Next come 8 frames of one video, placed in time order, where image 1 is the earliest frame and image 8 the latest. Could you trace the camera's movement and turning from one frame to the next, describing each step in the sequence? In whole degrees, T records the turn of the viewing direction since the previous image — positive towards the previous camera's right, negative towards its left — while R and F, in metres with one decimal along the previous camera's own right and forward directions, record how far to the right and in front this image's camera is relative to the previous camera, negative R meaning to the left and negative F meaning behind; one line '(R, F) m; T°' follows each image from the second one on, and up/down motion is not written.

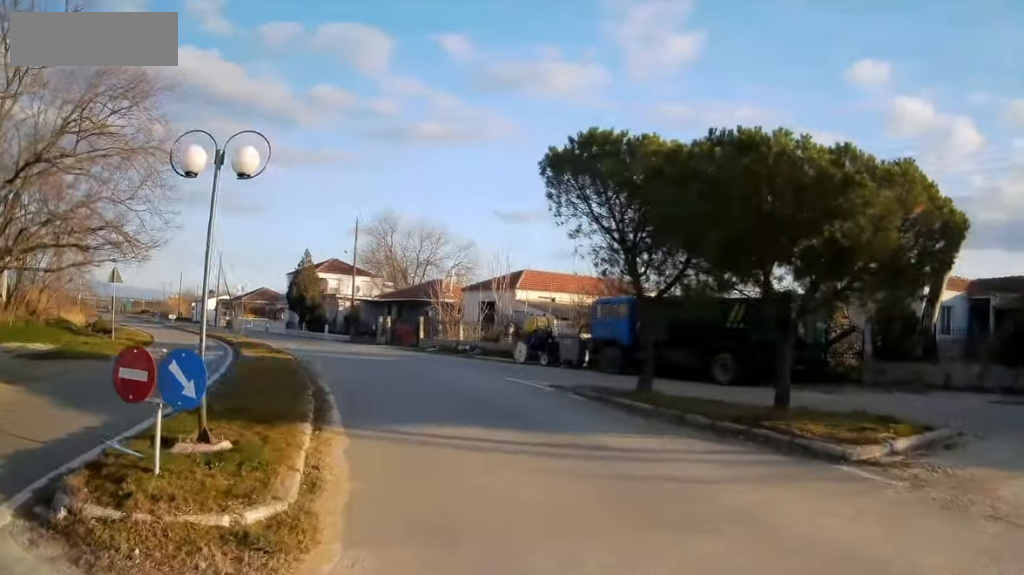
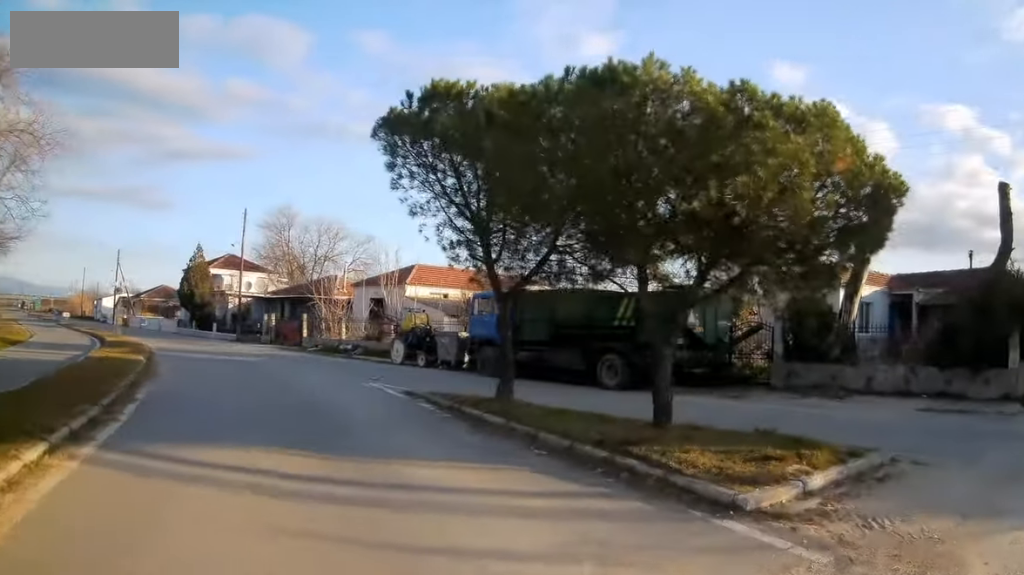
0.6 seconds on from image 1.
(-0.1, +3.0) m; +5°
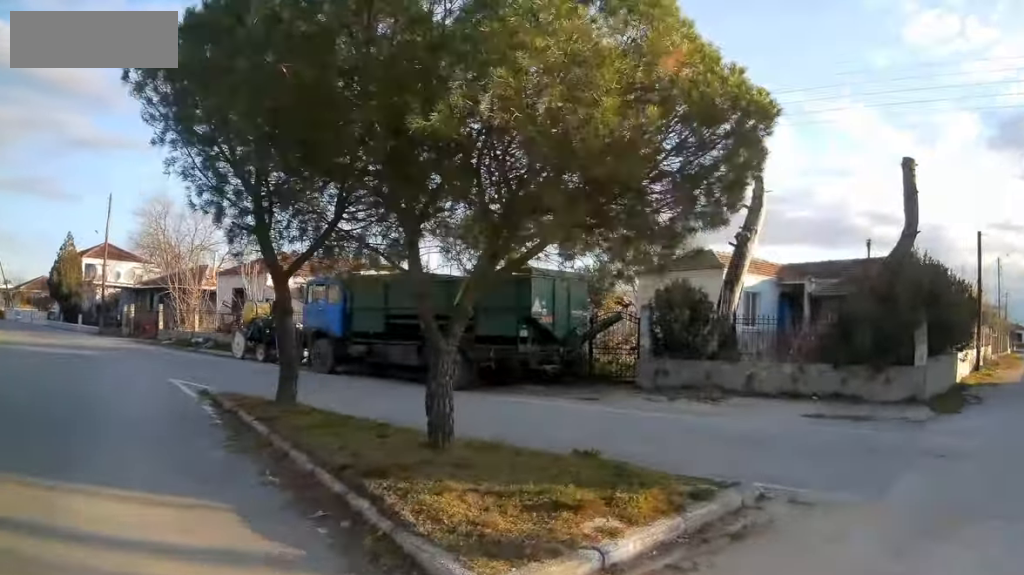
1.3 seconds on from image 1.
(+0.3, +2.9) m; +11°
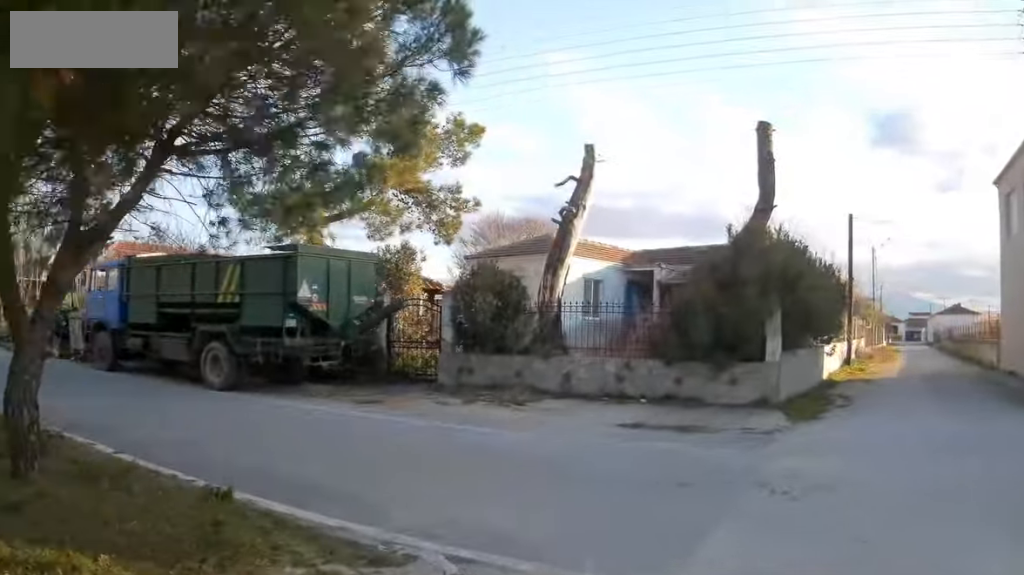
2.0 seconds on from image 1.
(+0.3, +3.0) m; +13°
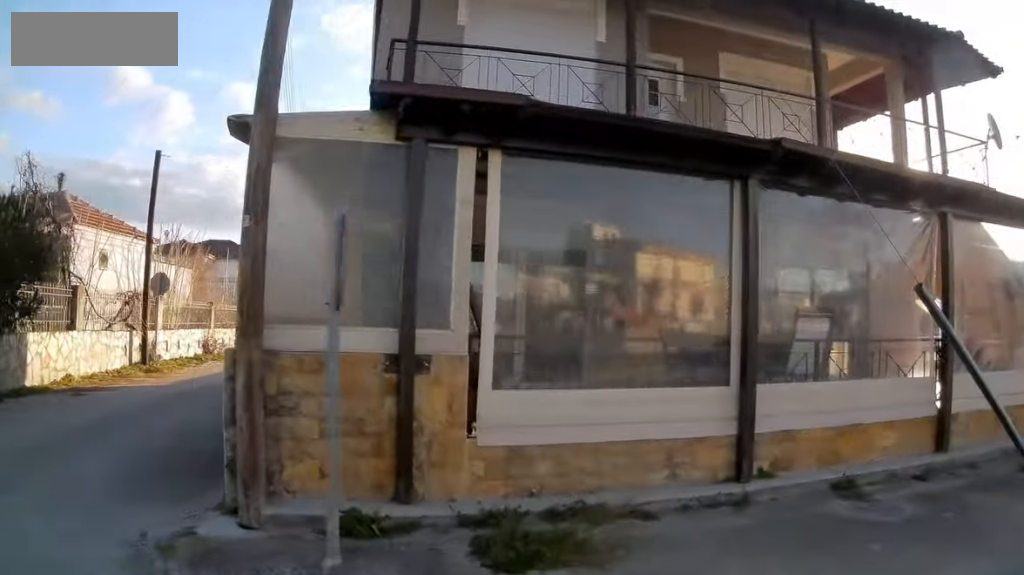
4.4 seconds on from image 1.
(+3.1, +8.1) m; +44°
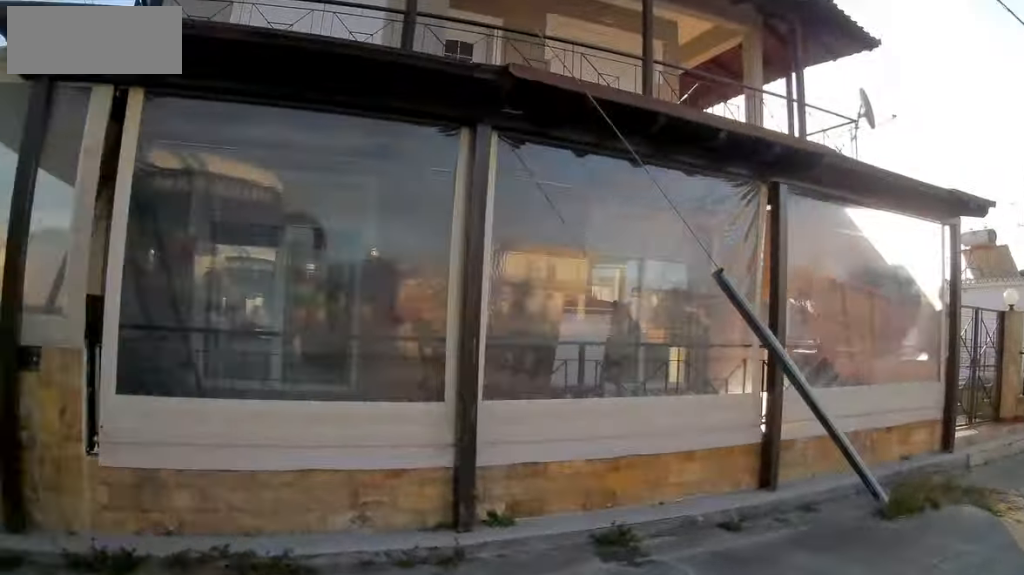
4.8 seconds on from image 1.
(0.0, +1.6) m; +10°
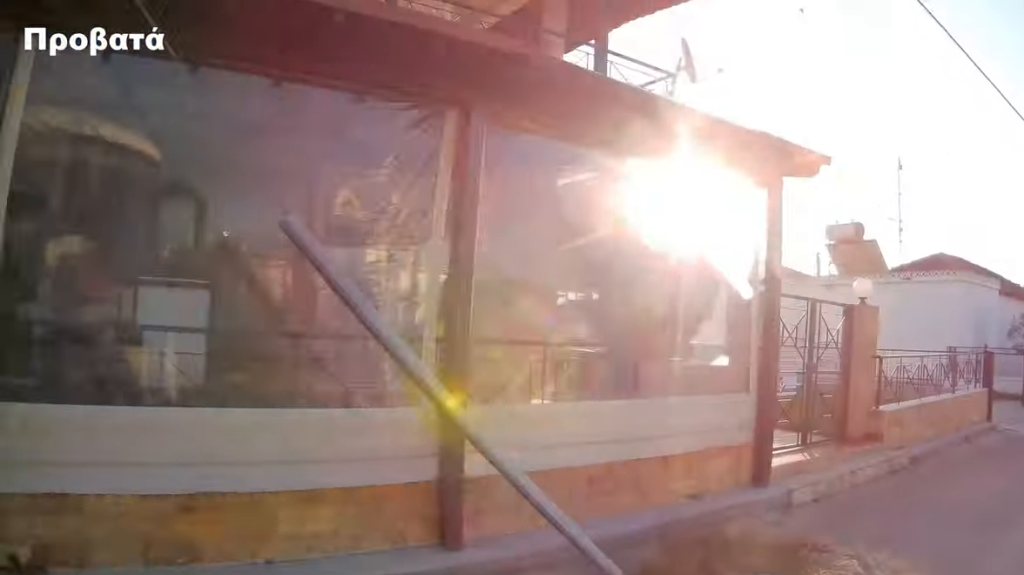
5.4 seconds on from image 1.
(+0.4, +1.8) m; +11°
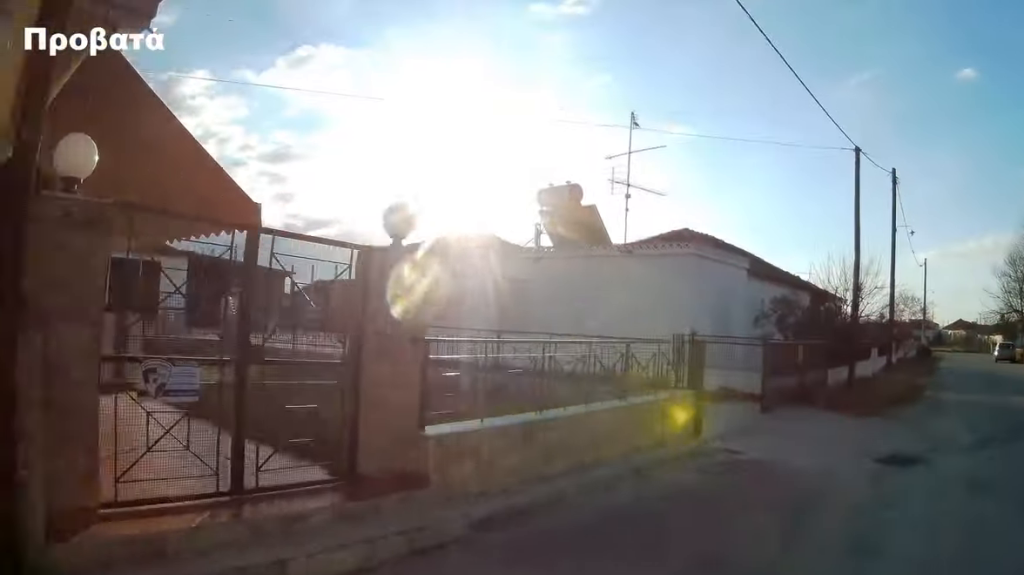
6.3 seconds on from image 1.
(+0.6, +3.3) m; +19°
